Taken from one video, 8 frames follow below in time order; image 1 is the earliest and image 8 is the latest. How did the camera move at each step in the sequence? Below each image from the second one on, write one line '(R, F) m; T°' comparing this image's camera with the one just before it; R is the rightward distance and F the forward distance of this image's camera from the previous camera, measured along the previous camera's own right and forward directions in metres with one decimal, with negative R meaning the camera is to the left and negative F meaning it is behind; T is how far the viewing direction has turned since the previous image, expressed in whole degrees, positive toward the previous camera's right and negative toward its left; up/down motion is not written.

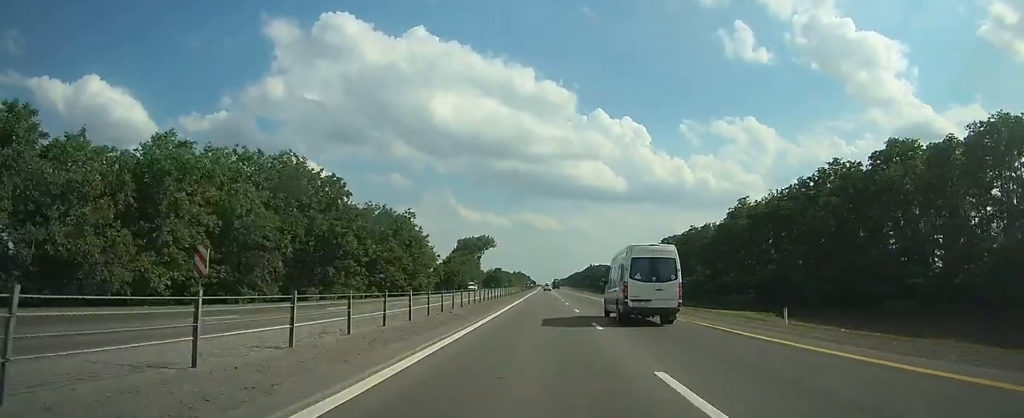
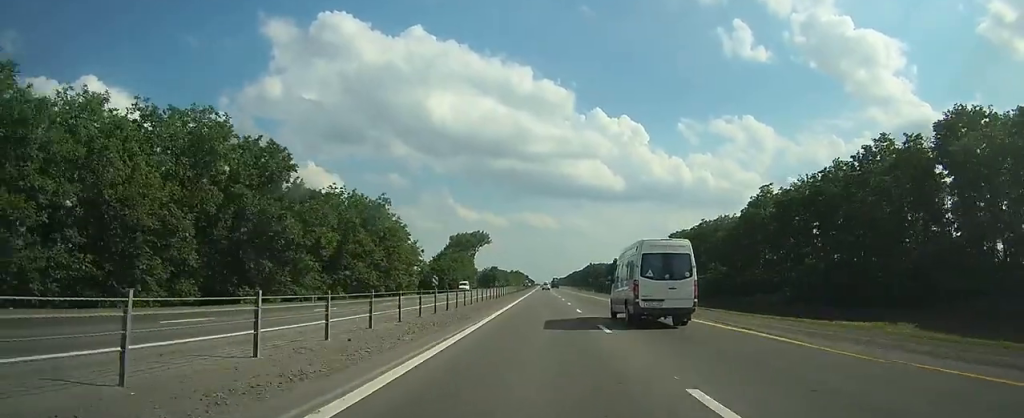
(+0.1, +13.6) m; 0°
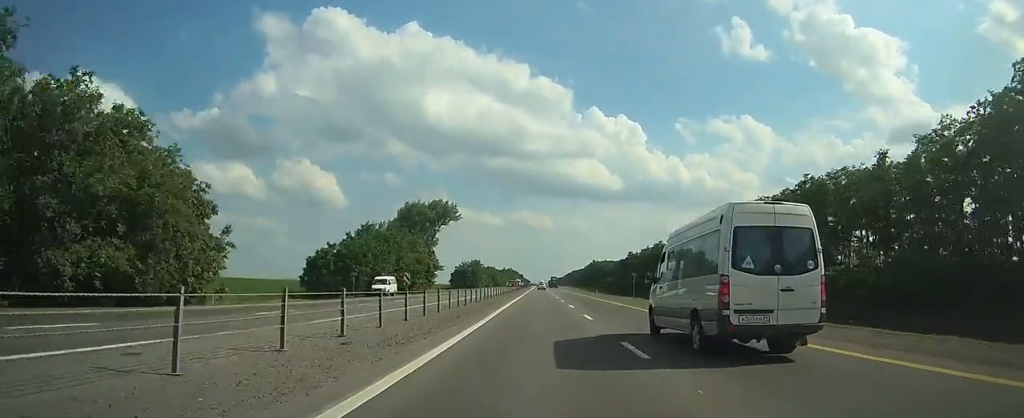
(+0.5, +65.6) m; 0°
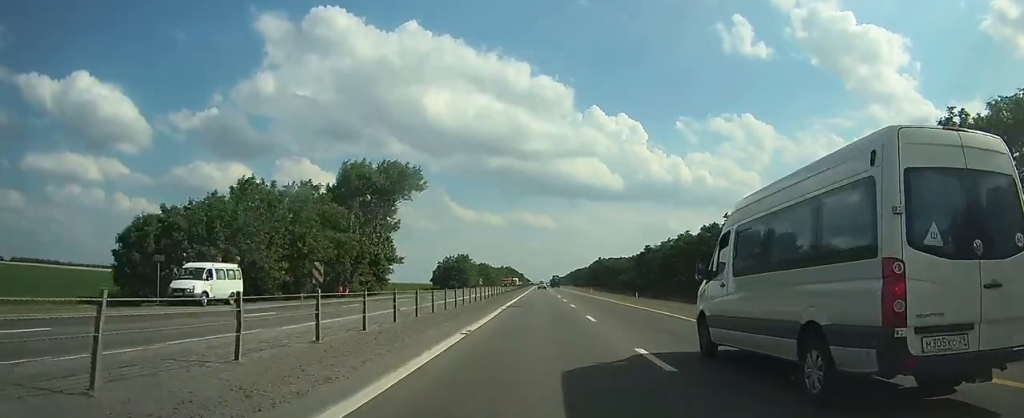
(0.0, +37.5) m; 0°
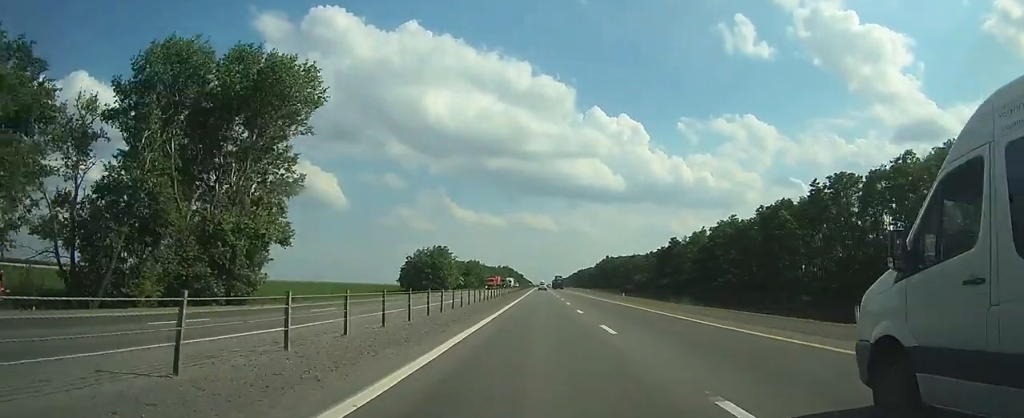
(+0.1, +40.7) m; 0°
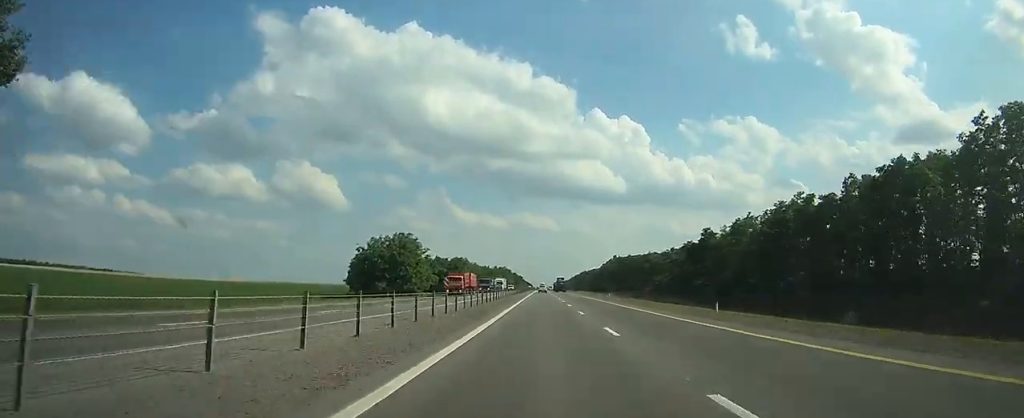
(0.0, +35.6) m; 0°
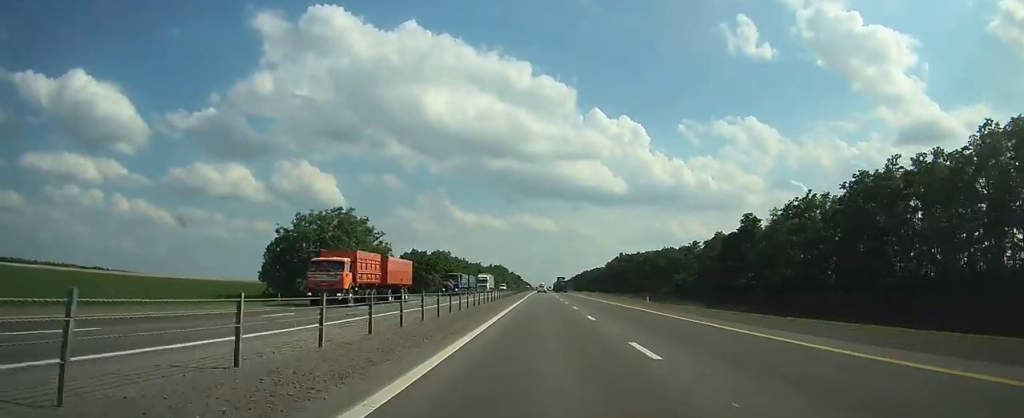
(0.0, +29.3) m; 0°
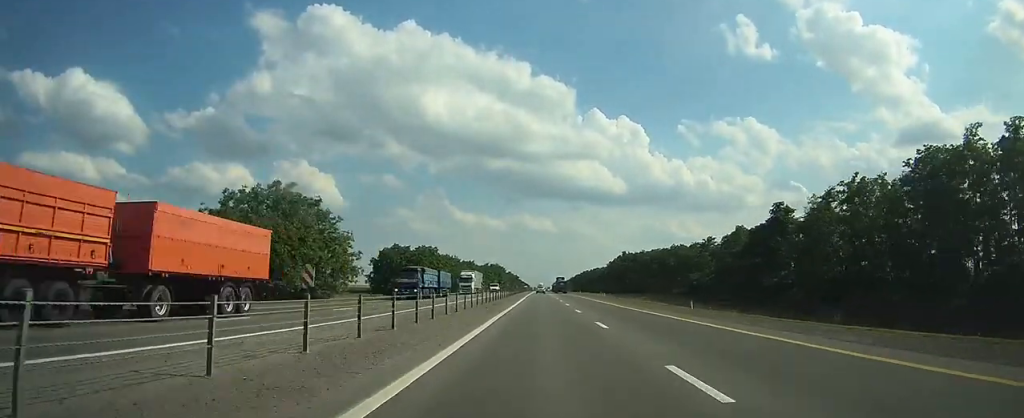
(0.0, +15.7) m; 0°
